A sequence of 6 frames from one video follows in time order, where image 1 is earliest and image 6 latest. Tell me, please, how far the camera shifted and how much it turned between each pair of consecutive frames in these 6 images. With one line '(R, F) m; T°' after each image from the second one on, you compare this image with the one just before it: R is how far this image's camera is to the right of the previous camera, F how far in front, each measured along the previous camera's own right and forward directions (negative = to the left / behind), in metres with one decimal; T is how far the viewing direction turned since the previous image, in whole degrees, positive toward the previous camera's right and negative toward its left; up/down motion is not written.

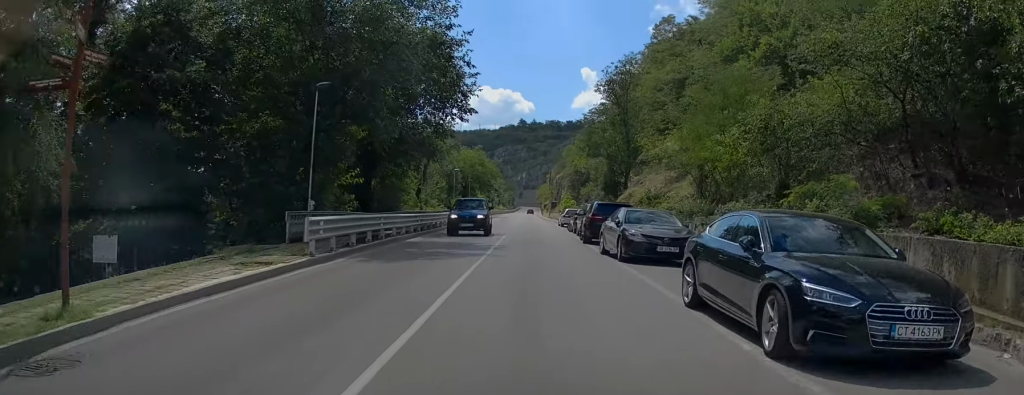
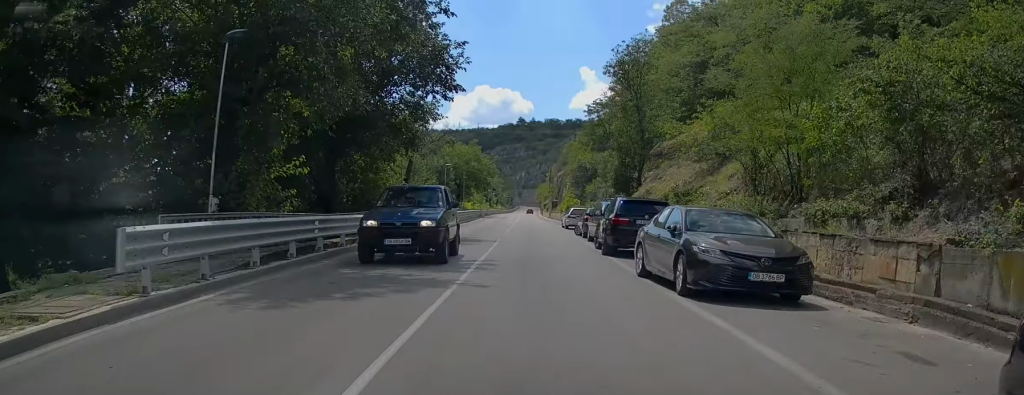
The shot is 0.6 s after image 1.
(-0.3, +6.6) m; -2°
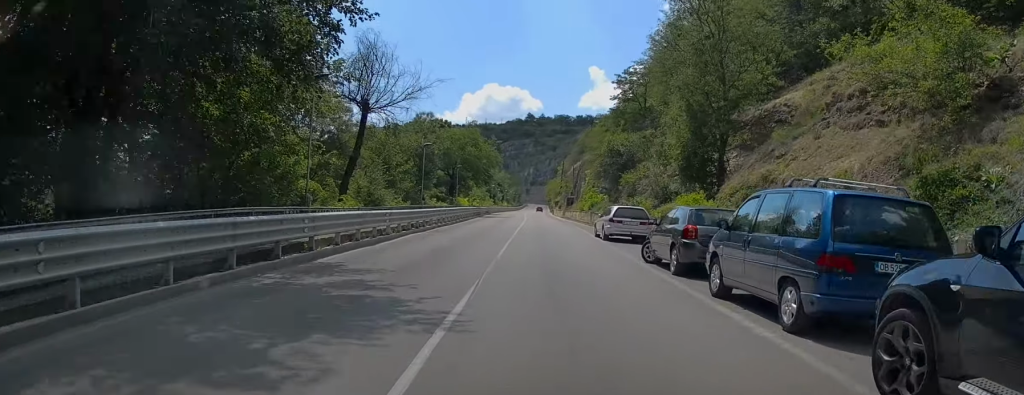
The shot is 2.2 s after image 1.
(-0.3, +17.1) m; -1°
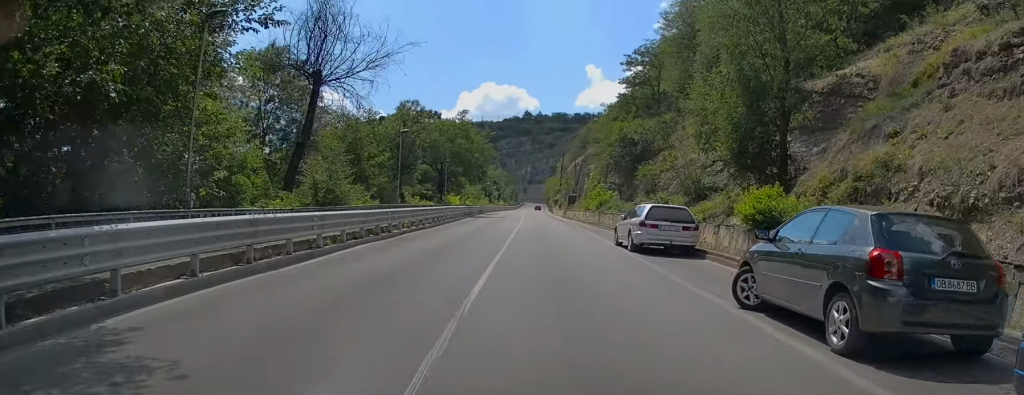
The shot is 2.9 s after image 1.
(+0.2, +7.2) m; 0°
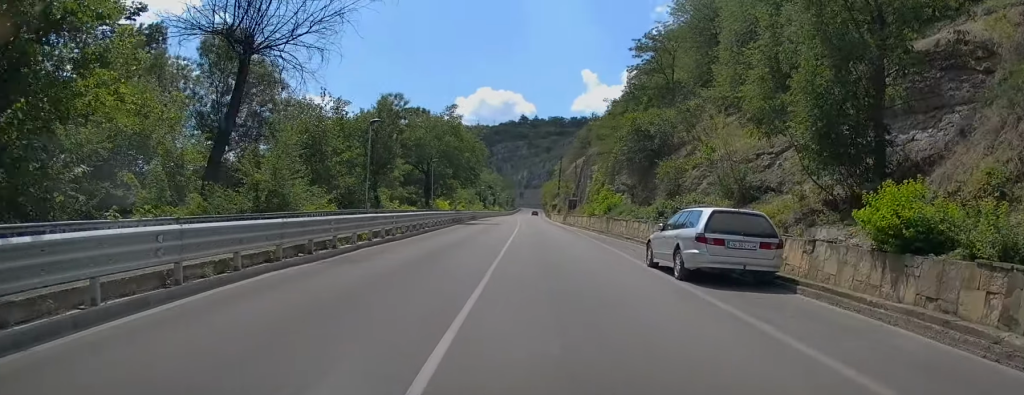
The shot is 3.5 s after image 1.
(-0.2, +6.4) m; 0°
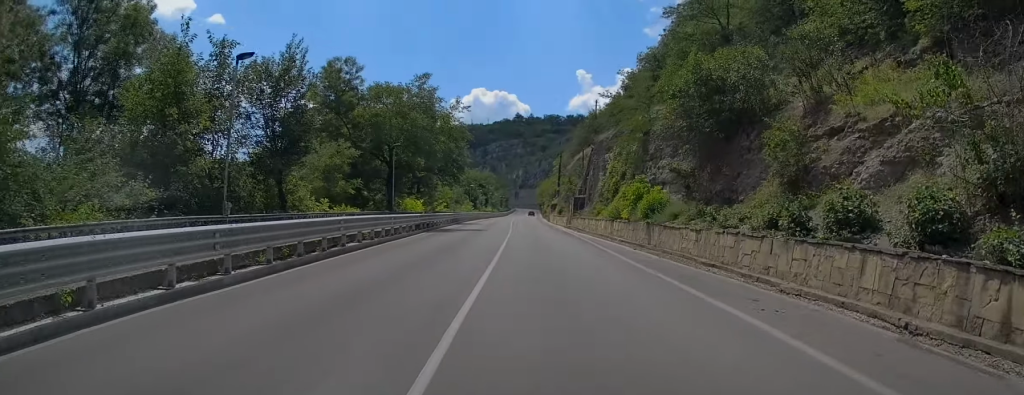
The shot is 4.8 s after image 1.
(+0.1, +14.0) m; 0°
